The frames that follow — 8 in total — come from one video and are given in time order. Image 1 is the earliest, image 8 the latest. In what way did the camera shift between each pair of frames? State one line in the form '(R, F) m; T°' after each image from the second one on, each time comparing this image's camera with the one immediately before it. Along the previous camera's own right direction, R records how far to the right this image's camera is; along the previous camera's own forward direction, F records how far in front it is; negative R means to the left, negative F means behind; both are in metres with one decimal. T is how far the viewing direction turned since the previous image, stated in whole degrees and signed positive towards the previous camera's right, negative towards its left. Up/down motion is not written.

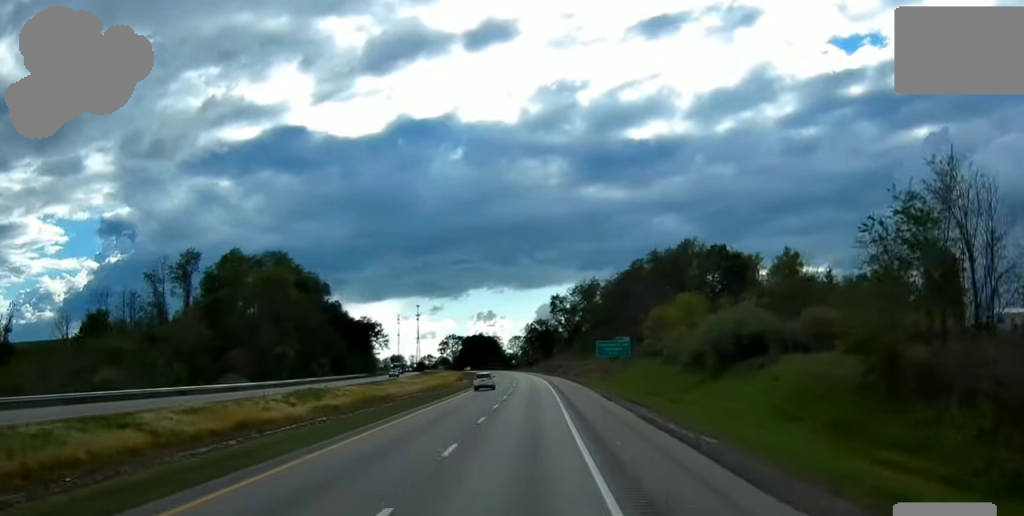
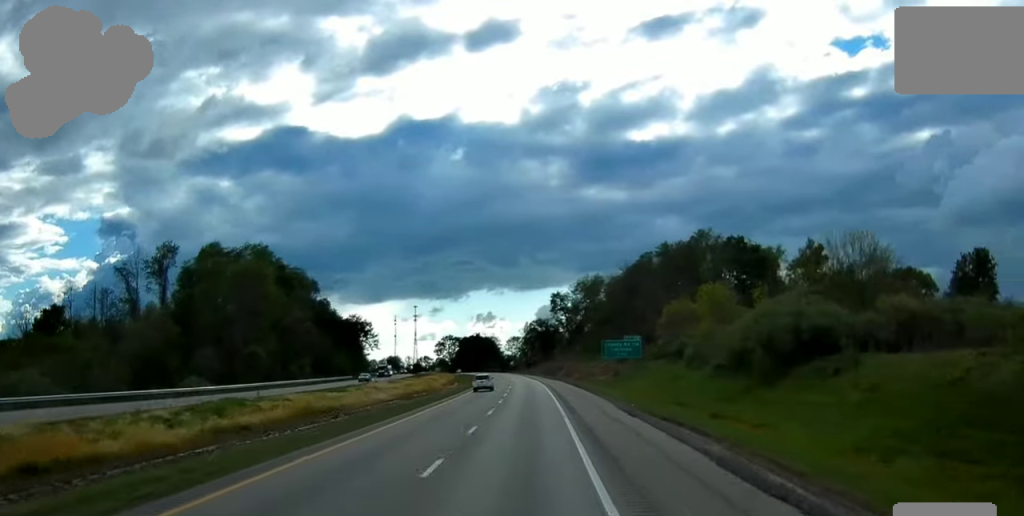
(-0.2, +15.9) m; -1°
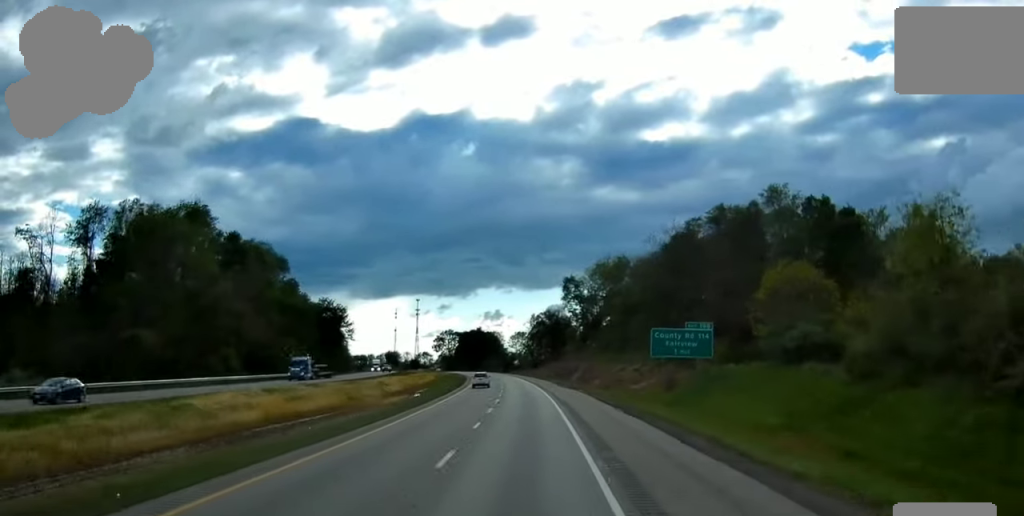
(-0.3, +46.7) m; -1°
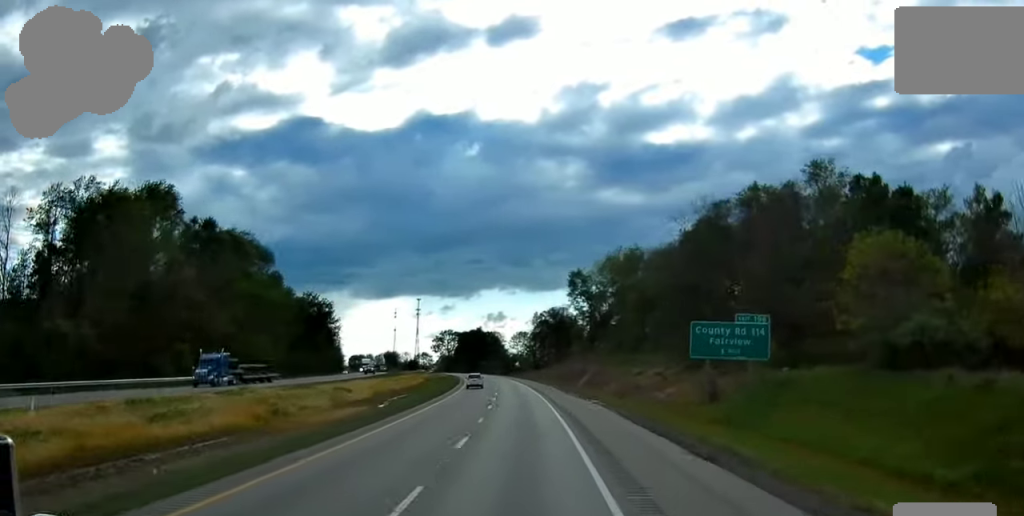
(0.0, +18.4) m; -1°
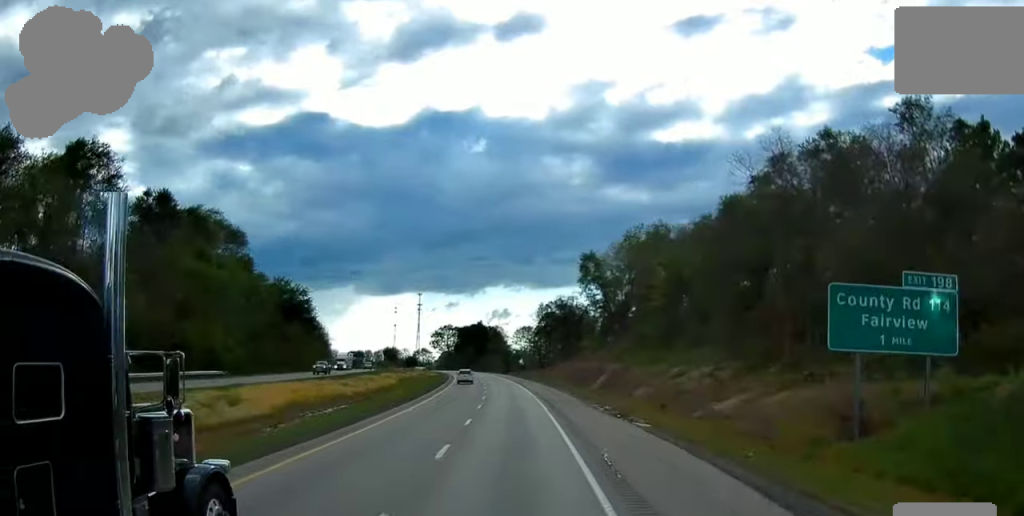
(-0.5, +26.7) m; 0°
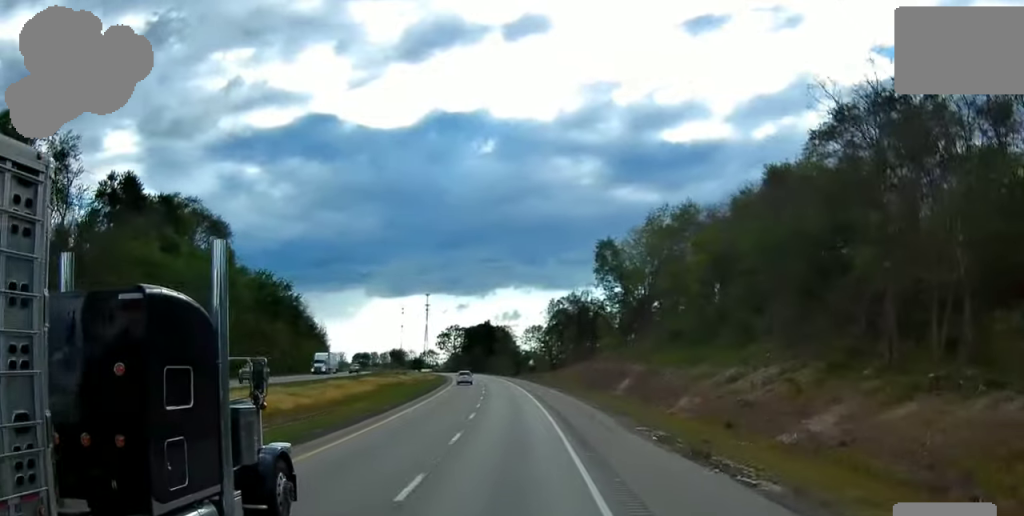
(+0.3, +19.2) m; -1°
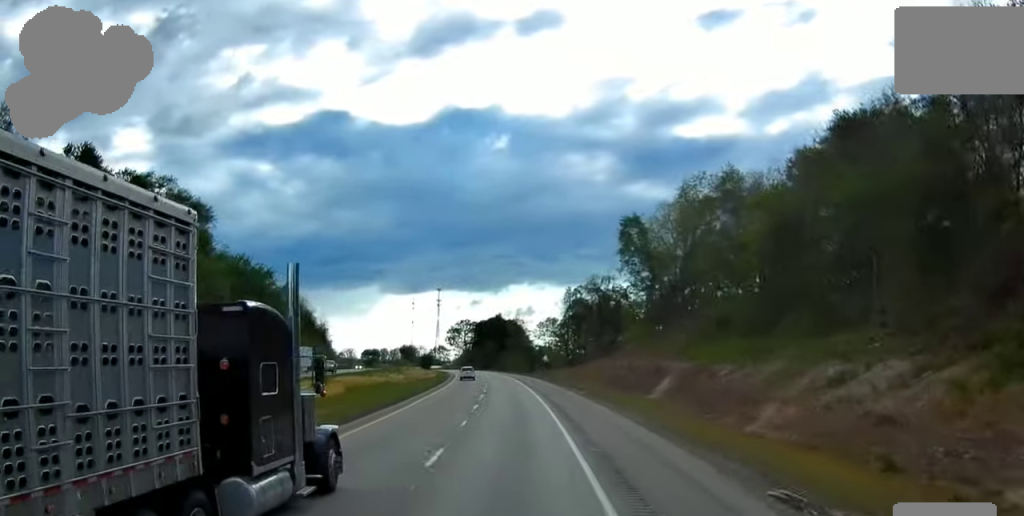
(-0.2, +21.4) m; -1°
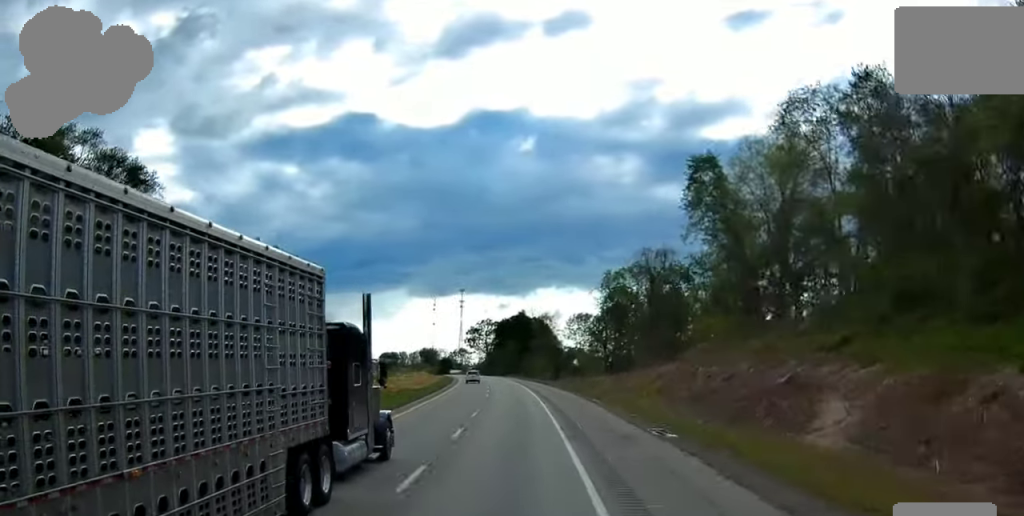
(-0.5, +40.3) m; -1°
